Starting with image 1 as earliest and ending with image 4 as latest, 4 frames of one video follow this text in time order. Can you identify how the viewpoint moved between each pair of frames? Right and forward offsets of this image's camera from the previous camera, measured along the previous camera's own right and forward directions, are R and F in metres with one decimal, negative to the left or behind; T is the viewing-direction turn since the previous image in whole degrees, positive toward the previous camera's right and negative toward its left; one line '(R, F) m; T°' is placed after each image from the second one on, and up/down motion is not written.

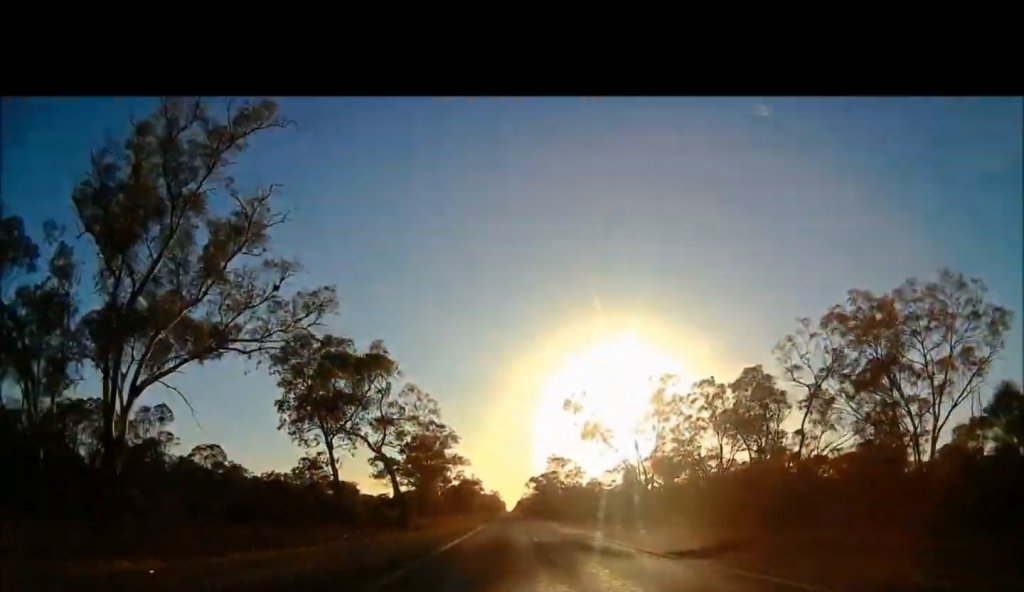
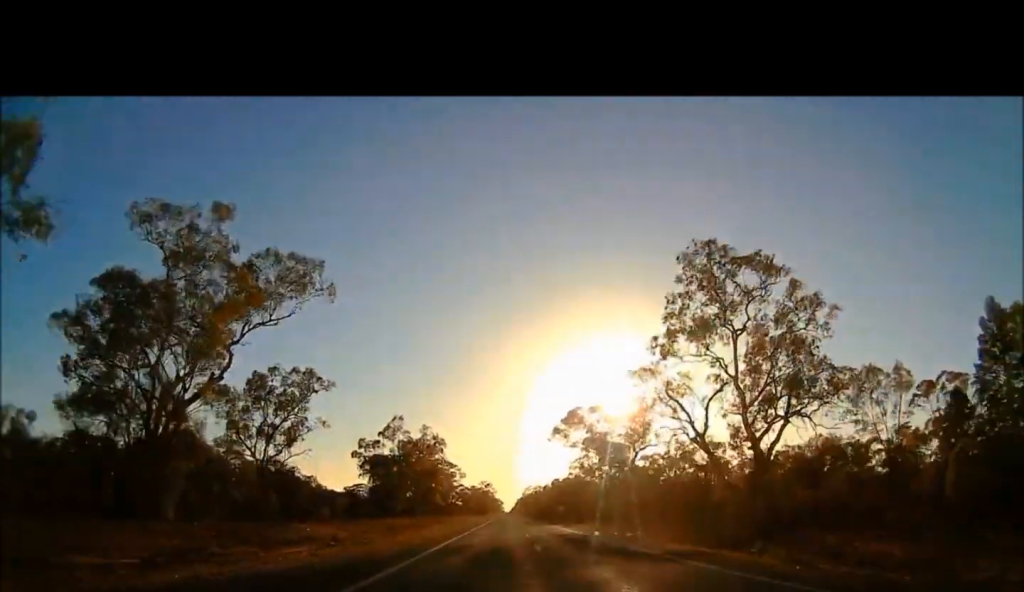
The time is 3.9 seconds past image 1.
(0.0, +138.2) m; +2°
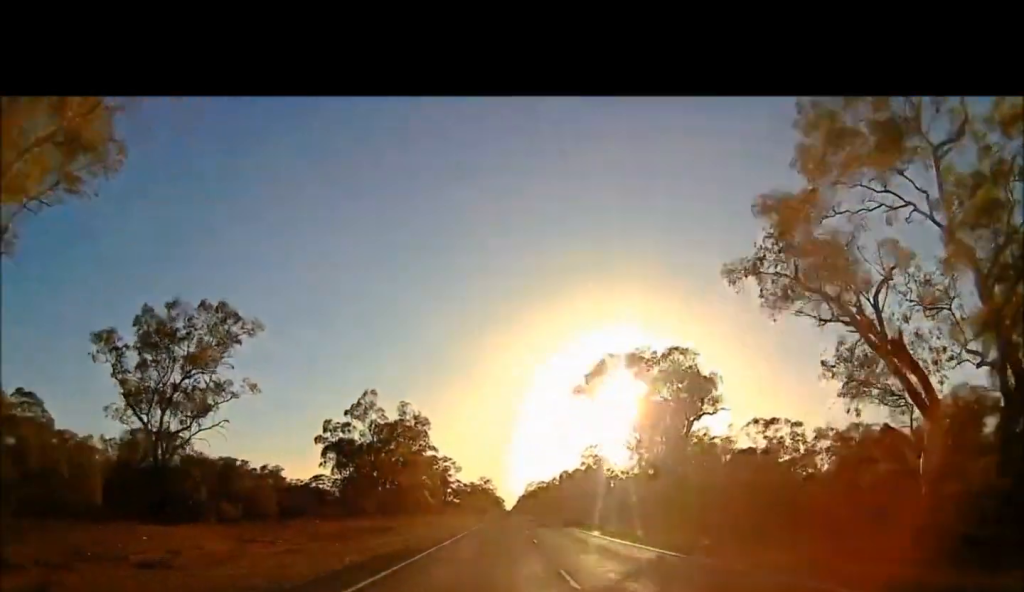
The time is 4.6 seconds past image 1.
(+0.5, +21.4) m; +1°
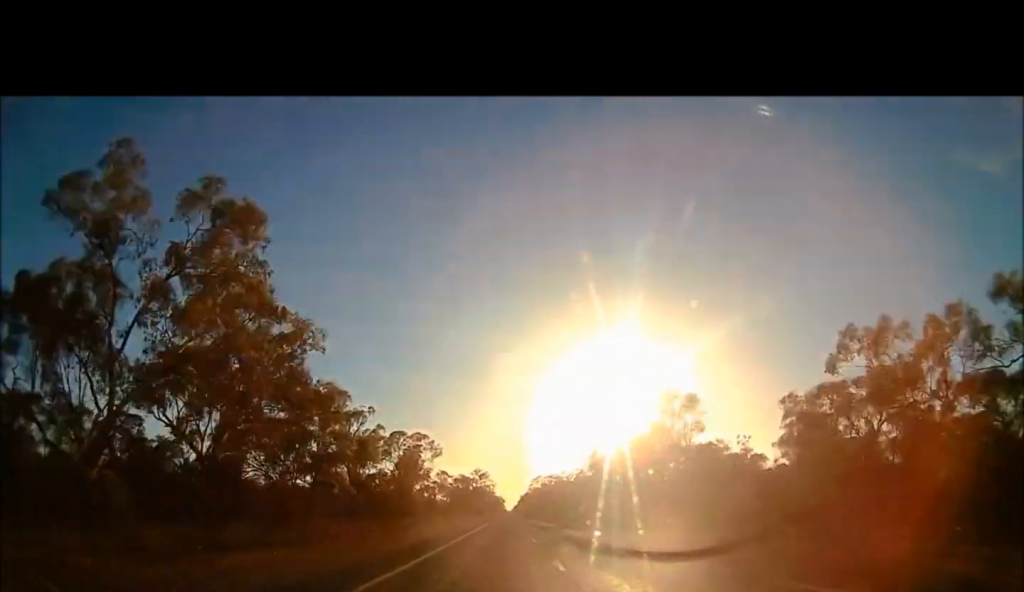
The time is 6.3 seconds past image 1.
(-0.8, +58.8) m; -3°
